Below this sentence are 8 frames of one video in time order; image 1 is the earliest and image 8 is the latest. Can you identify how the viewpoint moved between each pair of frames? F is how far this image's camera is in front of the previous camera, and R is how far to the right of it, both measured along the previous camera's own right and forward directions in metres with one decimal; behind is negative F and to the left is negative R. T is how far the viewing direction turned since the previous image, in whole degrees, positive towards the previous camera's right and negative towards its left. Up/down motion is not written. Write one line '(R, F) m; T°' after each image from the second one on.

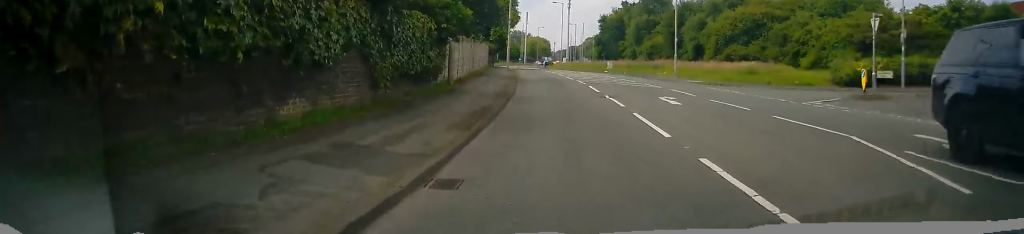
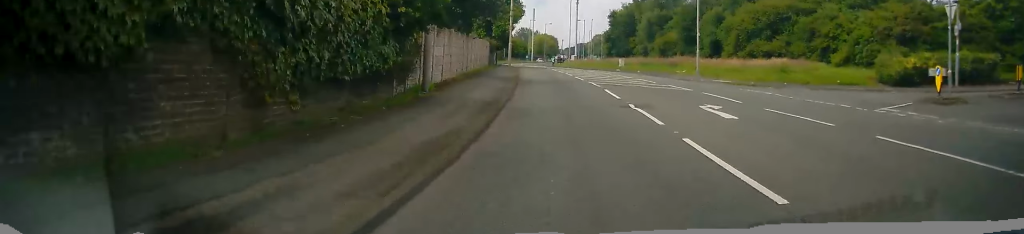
(-0.3, +4.3) m; -1°
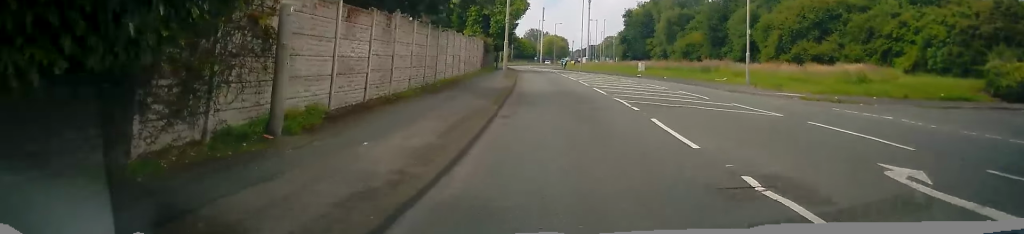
(+0.2, +8.1) m; +2°
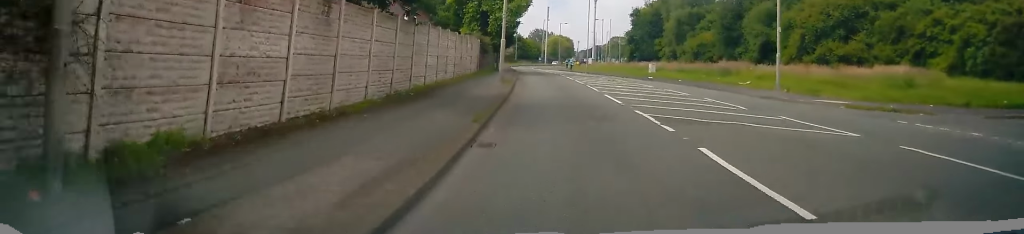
(+0.2, +3.6) m; 0°
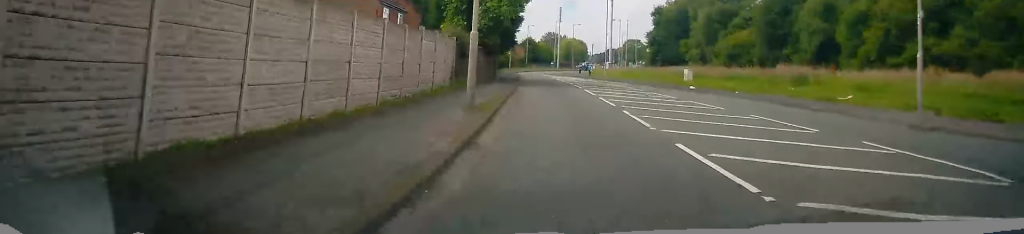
(-0.7, +10.5) m; -4°
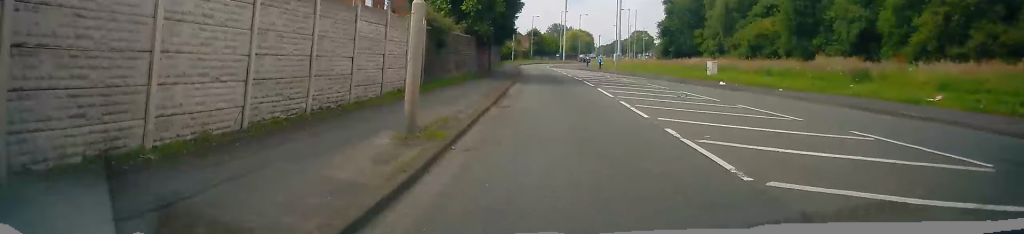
(0.0, +5.4) m; -1°
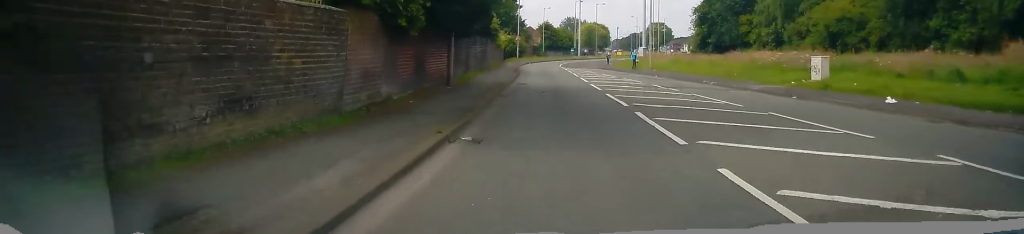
(-0.3, +15.3) m; -1°
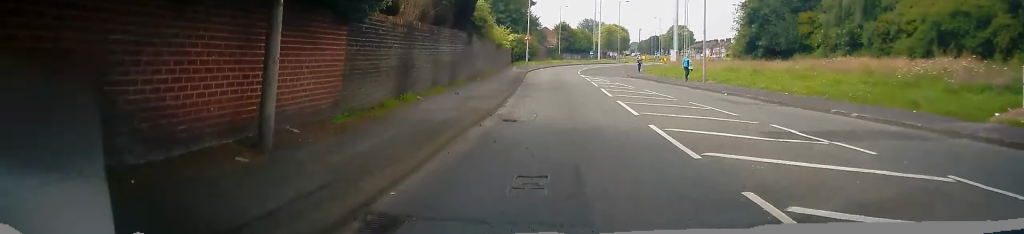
(0.0, +12.4) m; +1°
